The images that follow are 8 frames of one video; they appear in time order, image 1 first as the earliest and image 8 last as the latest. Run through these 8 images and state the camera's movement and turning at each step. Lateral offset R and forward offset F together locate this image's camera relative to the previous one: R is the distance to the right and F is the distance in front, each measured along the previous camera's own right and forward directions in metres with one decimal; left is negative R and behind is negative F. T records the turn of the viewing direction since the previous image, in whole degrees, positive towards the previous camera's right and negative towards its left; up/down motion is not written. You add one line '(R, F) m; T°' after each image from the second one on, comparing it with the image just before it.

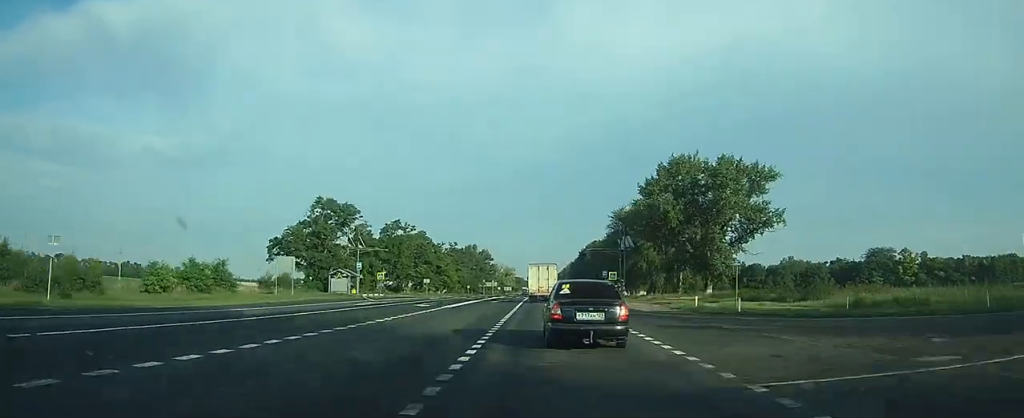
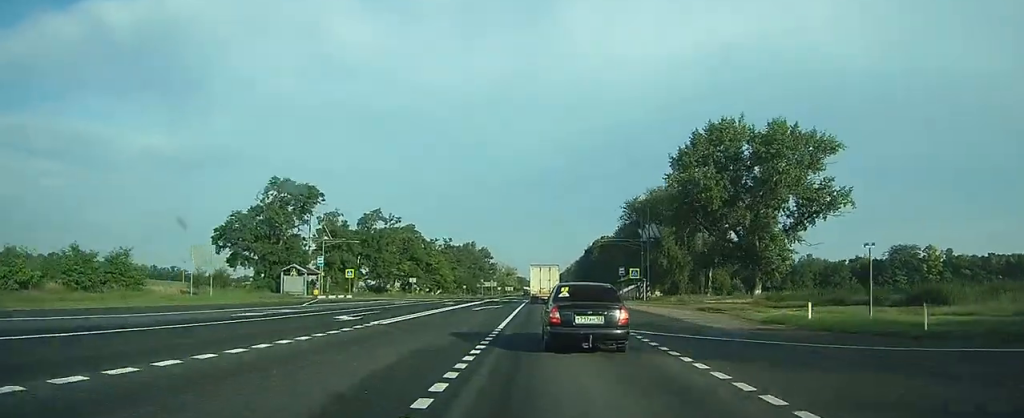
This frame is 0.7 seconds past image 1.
(0.0, +14.5) m; 0°
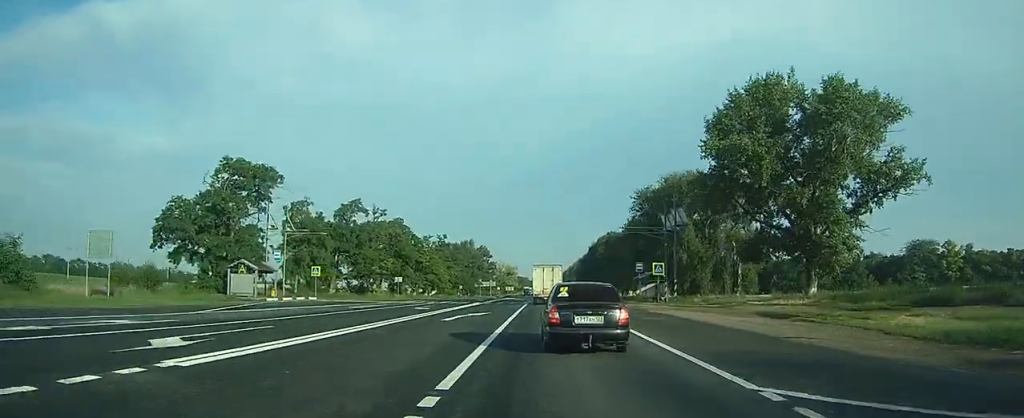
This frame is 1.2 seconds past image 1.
(0.0, +10.8) m; 0°
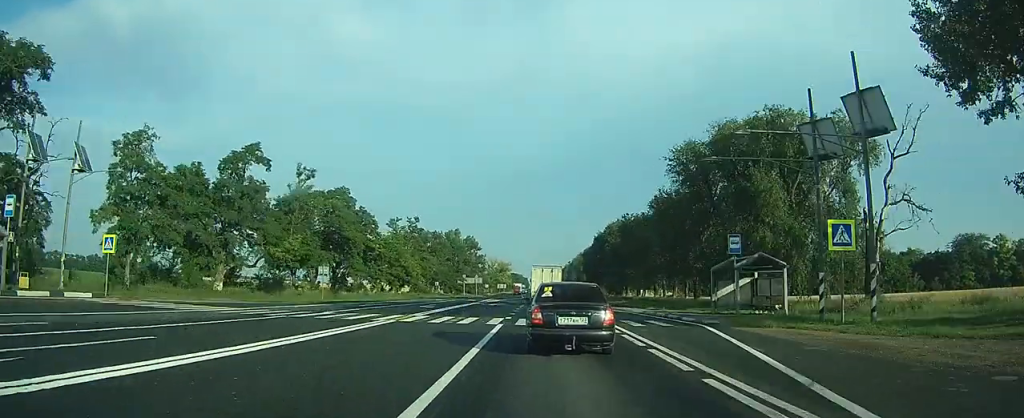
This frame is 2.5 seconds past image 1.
(0.0, +28.6) m; 0°
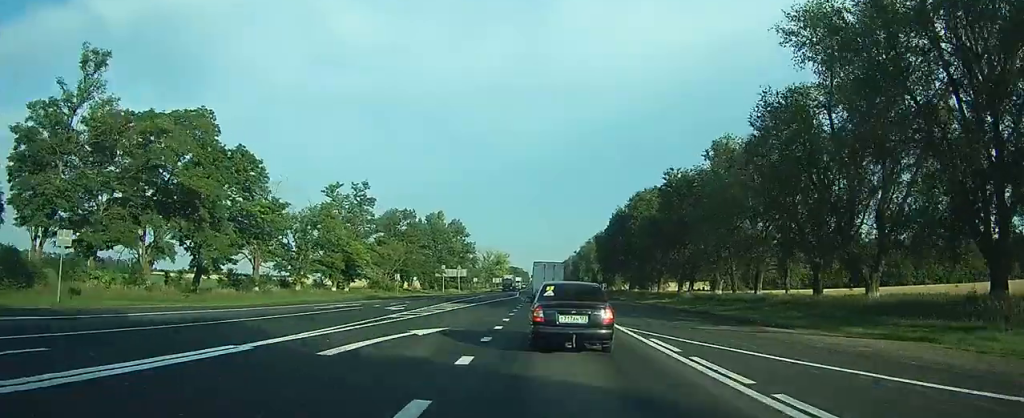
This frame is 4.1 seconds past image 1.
(0.0, +33.6) m; 0°
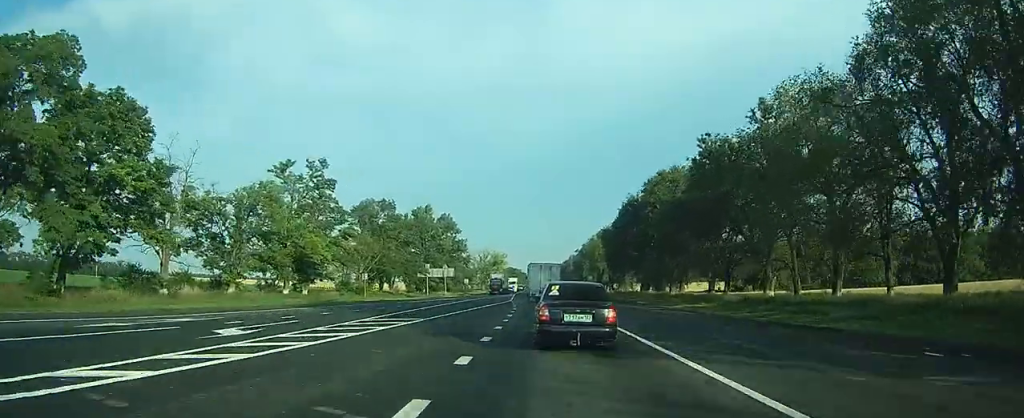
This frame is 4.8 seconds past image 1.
(0.0, +14.7) m; 0°
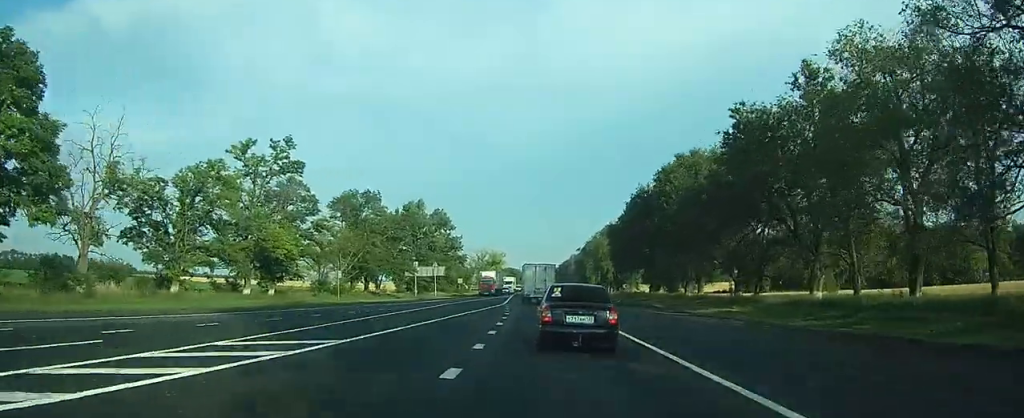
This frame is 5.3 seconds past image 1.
(0.0, +8.2) m; 0°
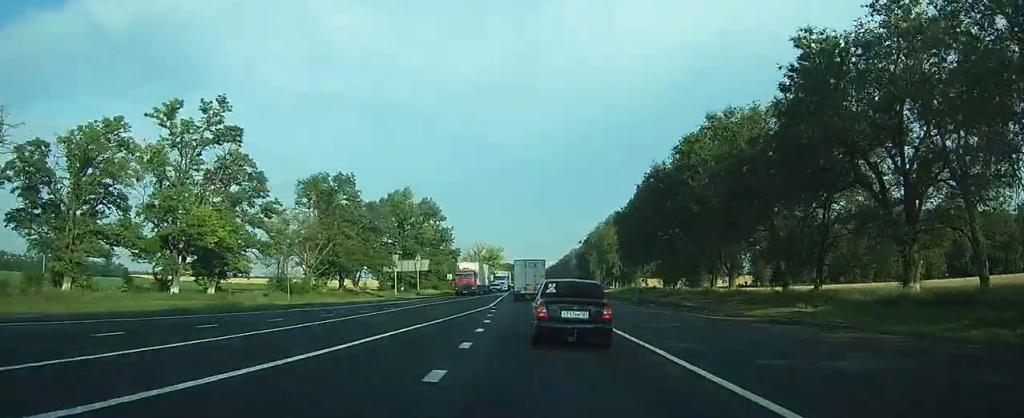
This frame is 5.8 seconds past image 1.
(0.0, +10.6) m; 0°
